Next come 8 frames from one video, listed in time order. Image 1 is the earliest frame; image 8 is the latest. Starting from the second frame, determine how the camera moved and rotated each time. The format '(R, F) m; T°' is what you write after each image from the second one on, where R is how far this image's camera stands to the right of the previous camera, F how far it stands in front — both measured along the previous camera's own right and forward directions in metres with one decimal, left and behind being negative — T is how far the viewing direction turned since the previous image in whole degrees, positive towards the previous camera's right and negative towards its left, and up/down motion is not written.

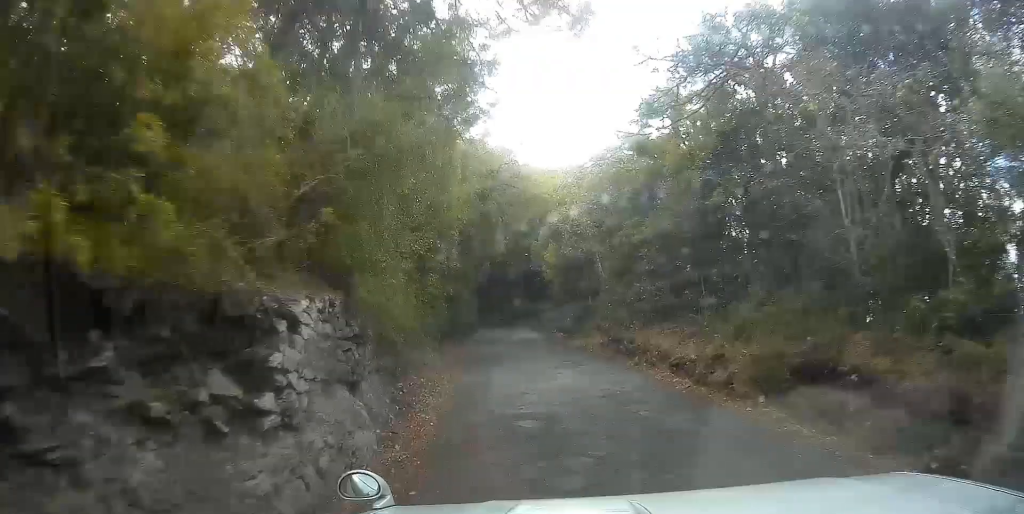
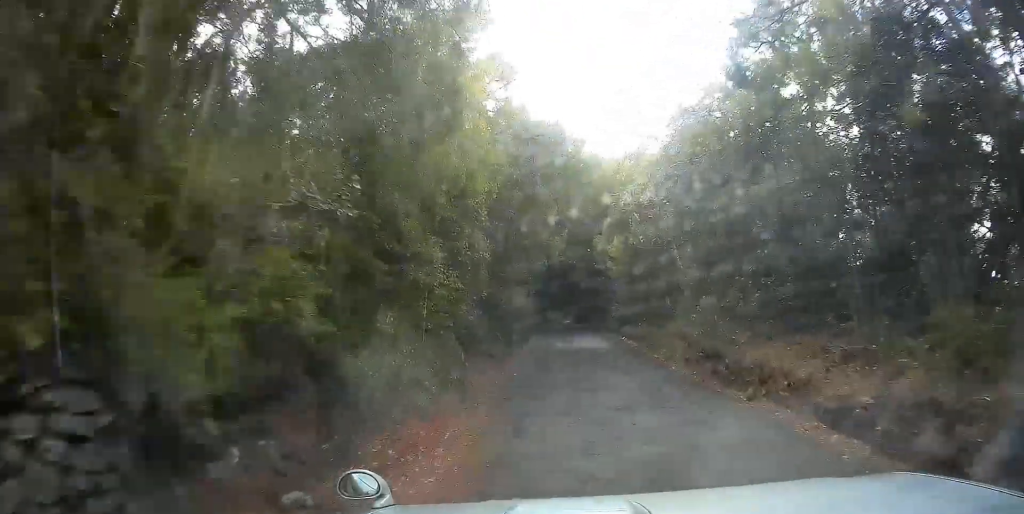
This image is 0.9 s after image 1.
(-0.5, +5.4) m; -6°
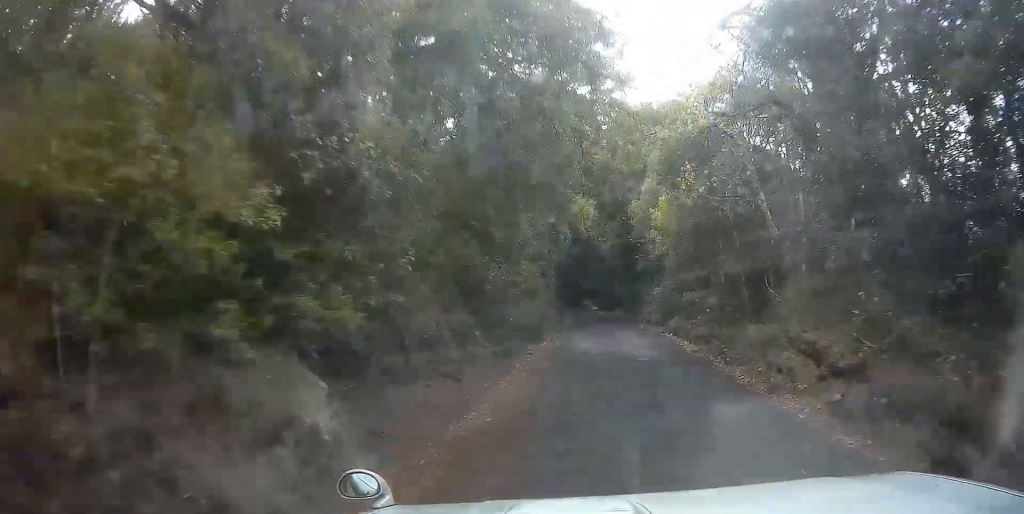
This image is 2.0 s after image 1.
(-0.3, +7.7) m; -2°
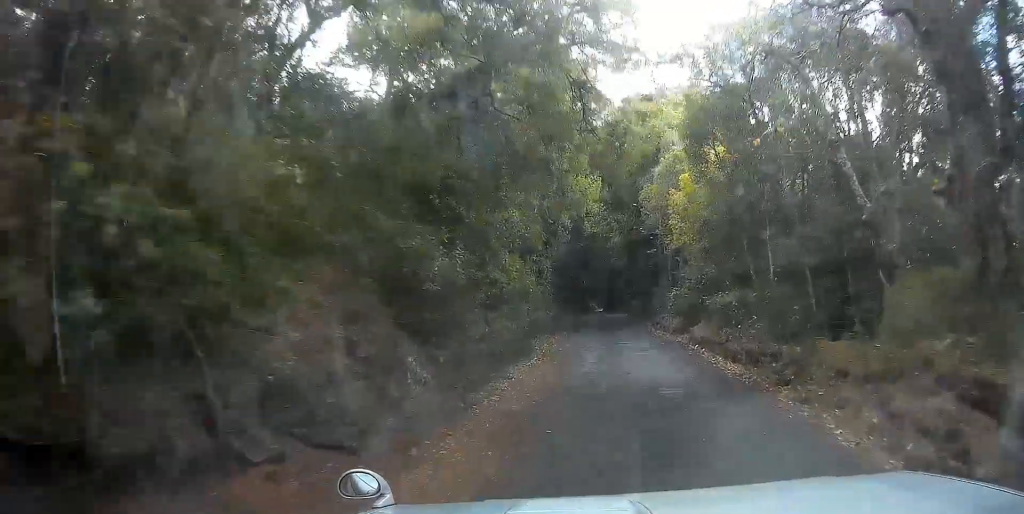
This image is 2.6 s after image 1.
(0.0, +4.2) m; -2°
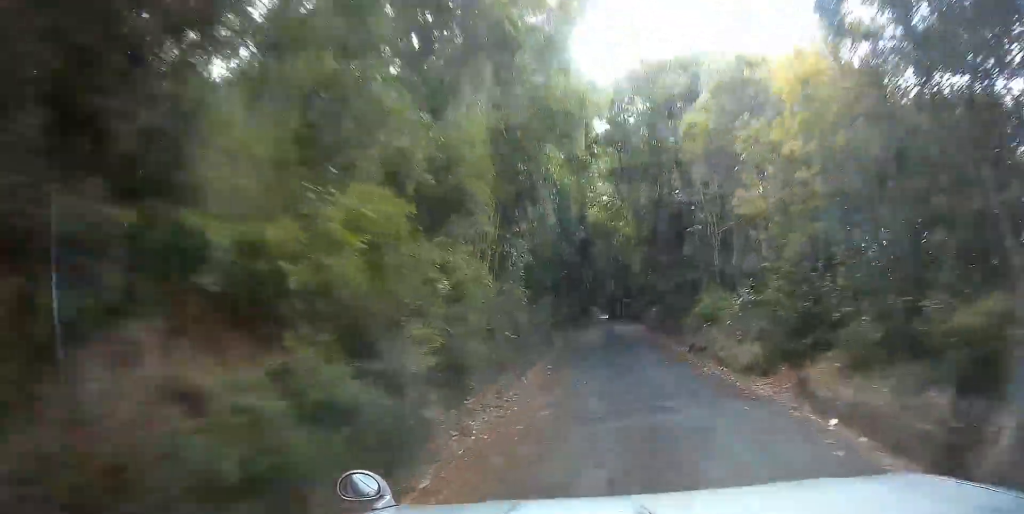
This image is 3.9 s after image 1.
(-0.5, +9.2) m; -6°
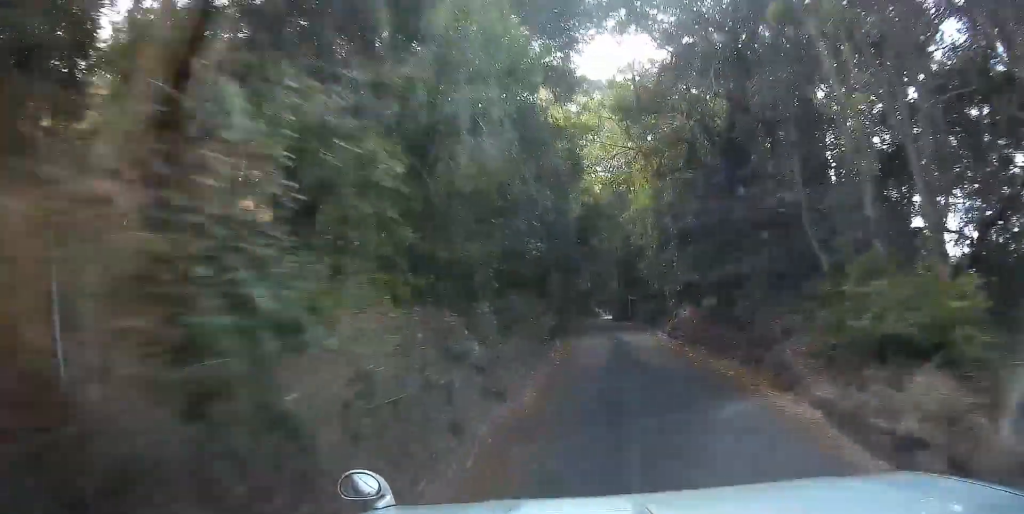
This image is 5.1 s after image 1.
(-0.3, +9.7) m; -1°
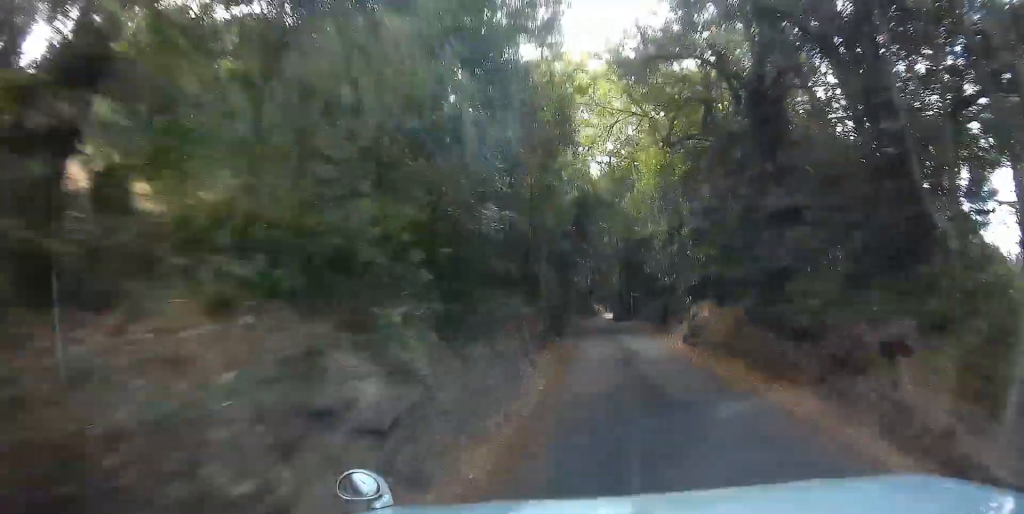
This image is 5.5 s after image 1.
(0.0, +3.7) m; 0°
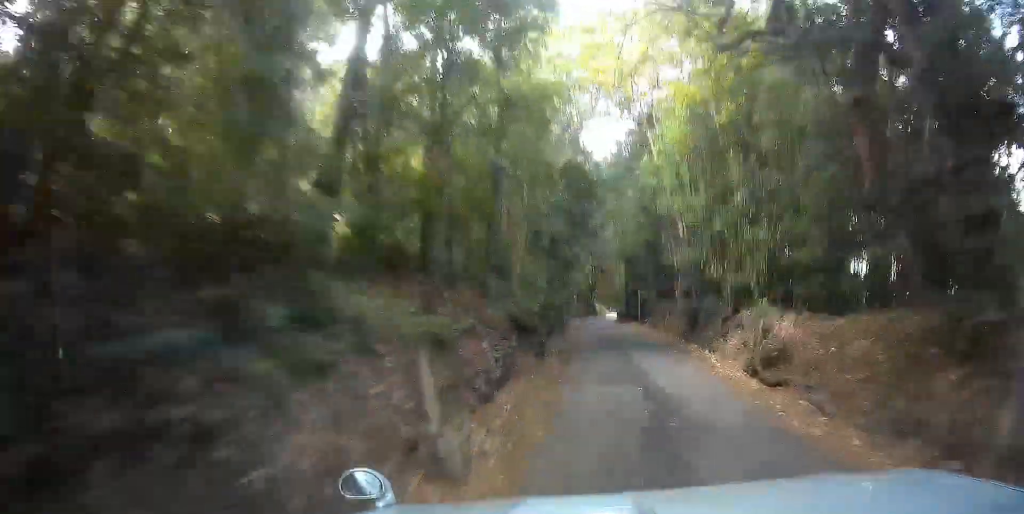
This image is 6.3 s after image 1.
(0.0, +6.7) m; -1°
